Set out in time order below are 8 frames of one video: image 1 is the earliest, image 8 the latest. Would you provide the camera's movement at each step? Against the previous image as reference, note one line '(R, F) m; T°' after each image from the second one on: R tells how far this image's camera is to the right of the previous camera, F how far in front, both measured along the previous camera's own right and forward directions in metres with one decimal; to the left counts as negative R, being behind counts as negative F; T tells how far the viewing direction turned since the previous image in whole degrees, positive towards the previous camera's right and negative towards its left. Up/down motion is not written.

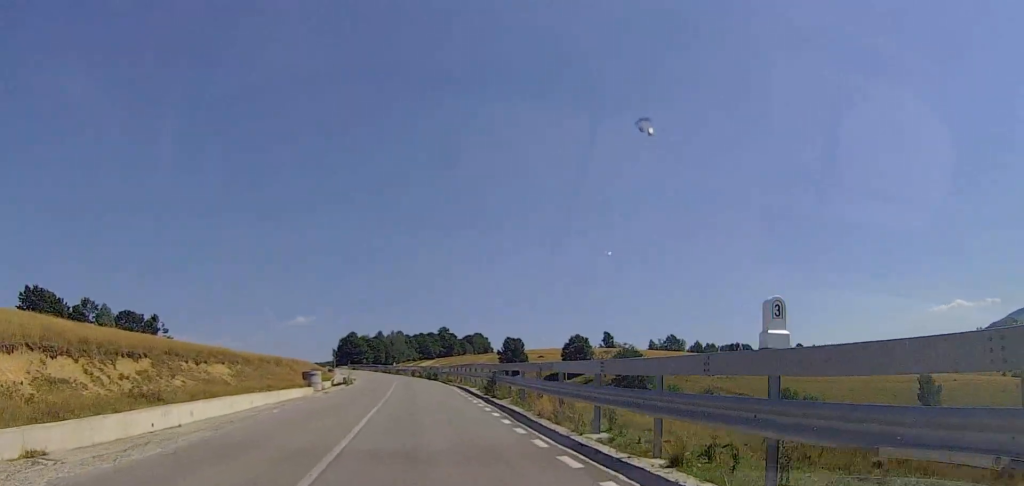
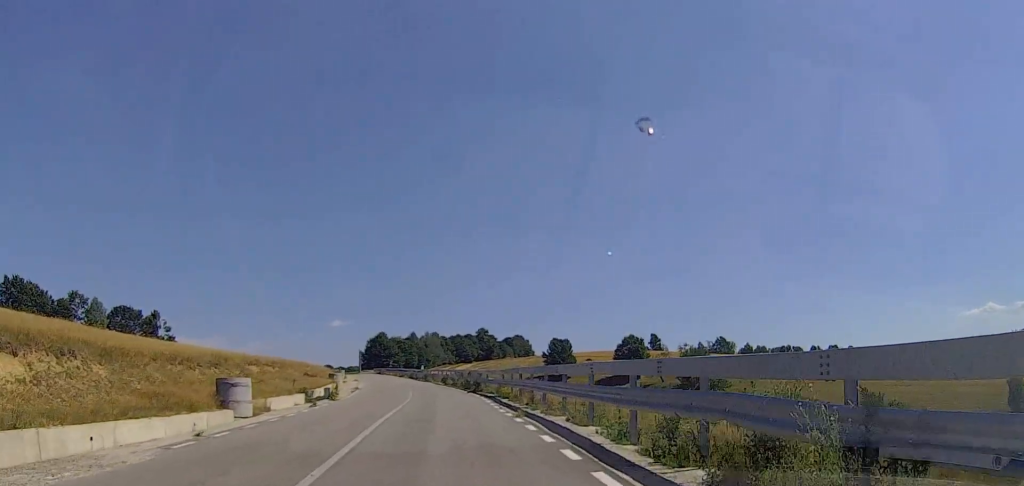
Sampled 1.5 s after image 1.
(-0.9, +21.7) m; -2°
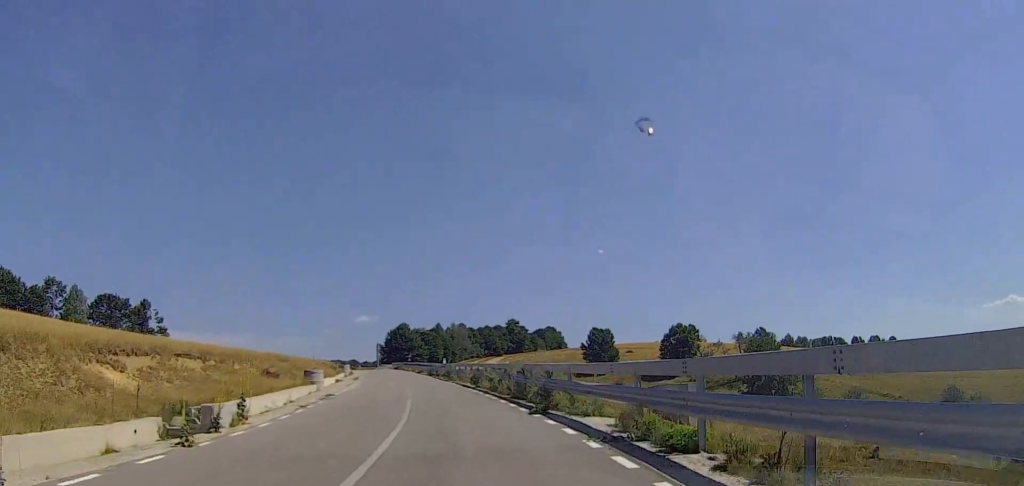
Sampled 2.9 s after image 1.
(-0.1, +19.5) m; -3°
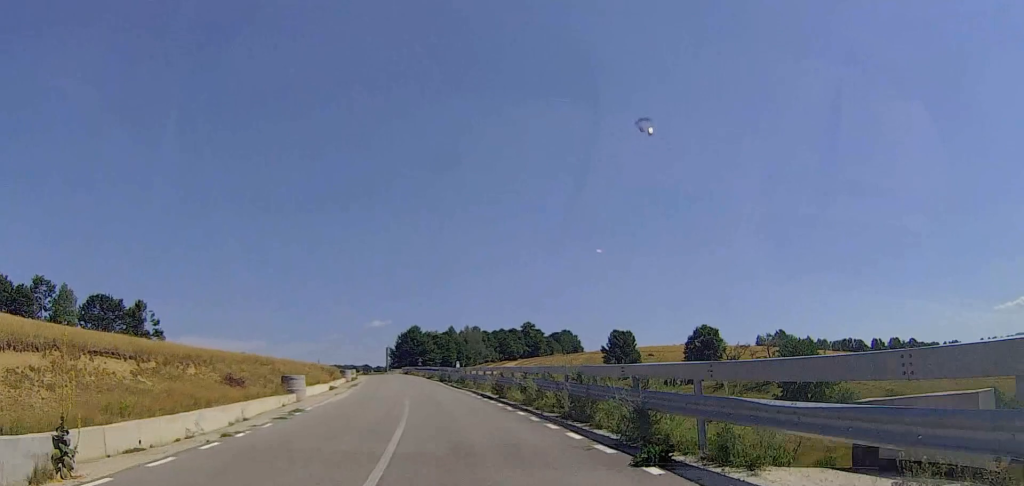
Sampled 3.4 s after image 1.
(-0.3, +8.6) m; -4°
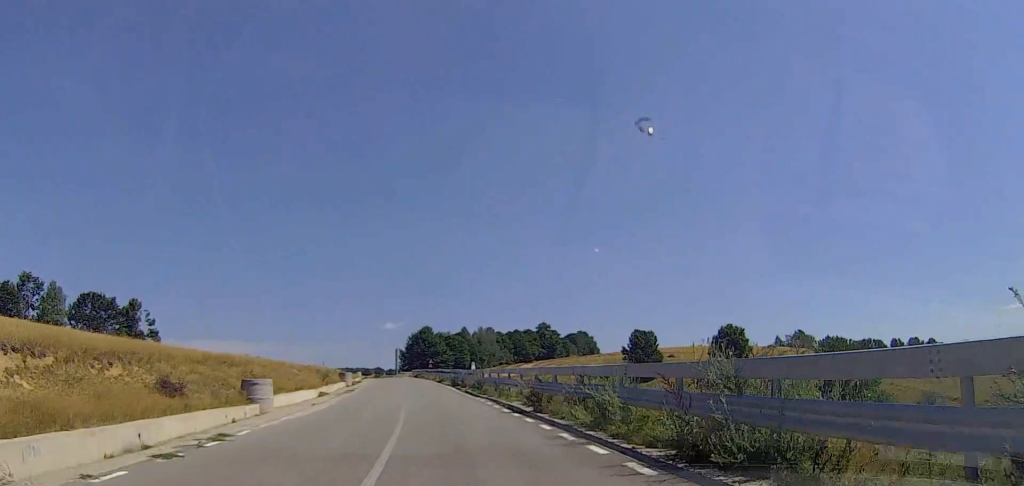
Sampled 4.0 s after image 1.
(-0.1, +8.1) m; -3°
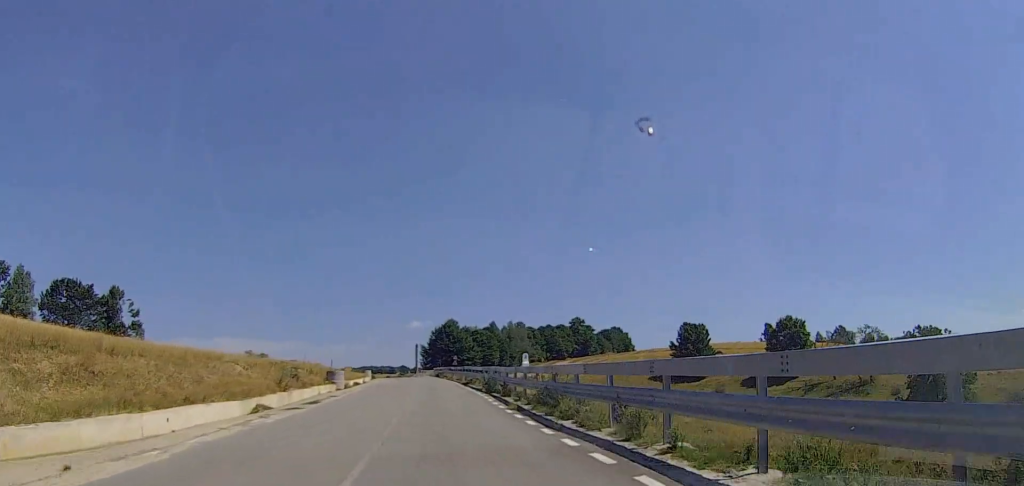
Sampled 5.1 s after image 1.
(-0.6, +17.7) m; +2°
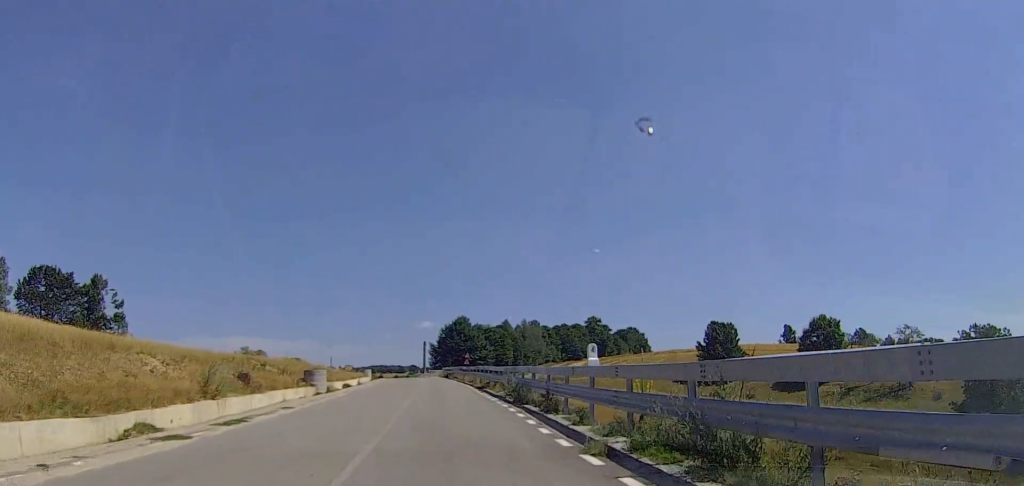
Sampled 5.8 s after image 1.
(+0.6, +10.0) m; +3°
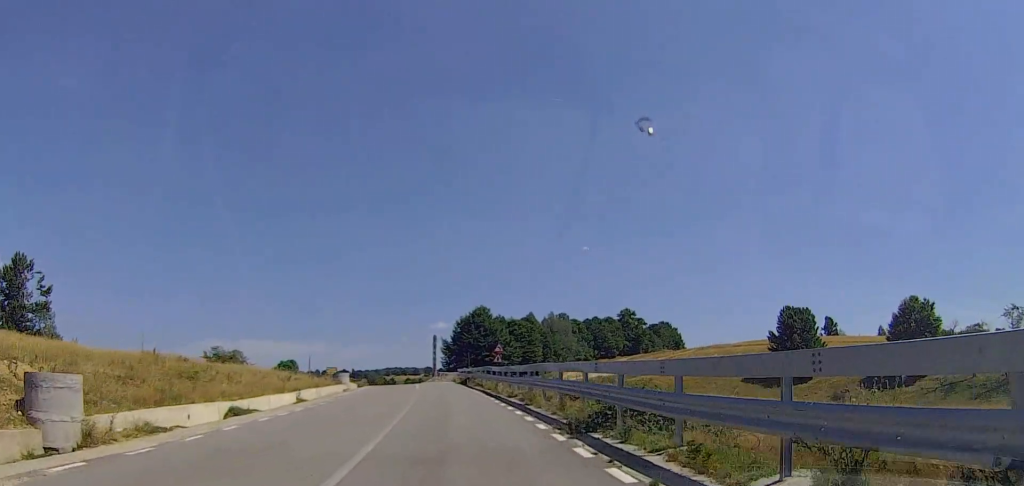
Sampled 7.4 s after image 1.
(-2.2, +26.6) m; -6°
